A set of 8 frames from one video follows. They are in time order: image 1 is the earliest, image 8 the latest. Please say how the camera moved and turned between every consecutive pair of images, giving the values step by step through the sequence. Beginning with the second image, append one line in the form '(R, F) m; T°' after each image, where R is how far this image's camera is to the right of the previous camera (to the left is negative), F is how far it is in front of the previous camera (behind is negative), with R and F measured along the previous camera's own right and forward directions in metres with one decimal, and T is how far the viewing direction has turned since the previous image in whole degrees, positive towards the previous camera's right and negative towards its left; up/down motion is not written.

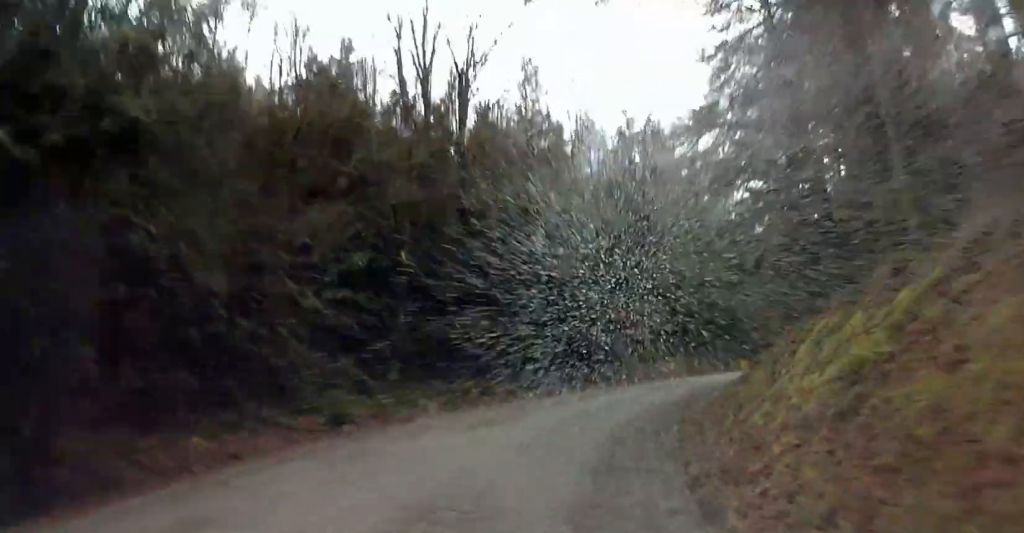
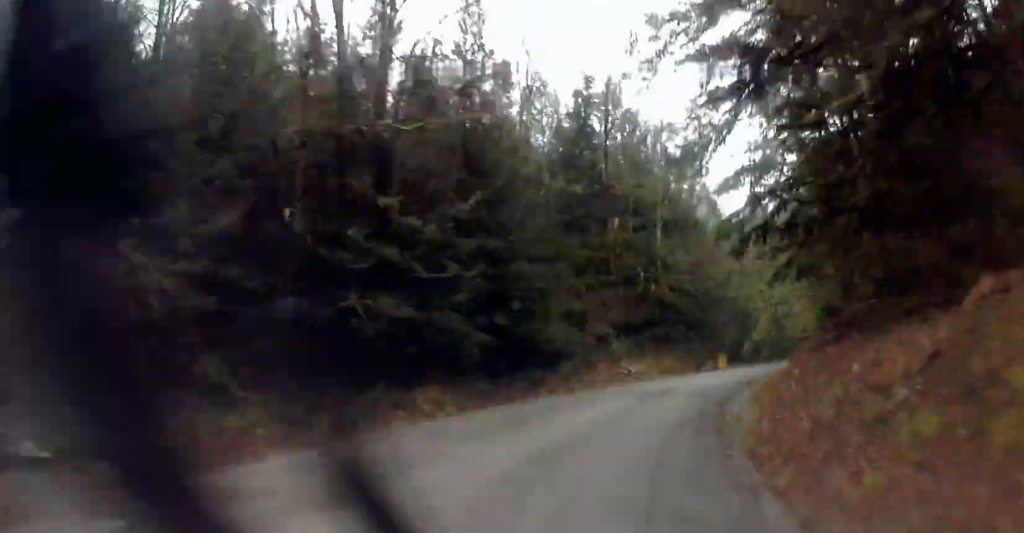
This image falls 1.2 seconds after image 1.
(+1.8, +11.0) m; +2°
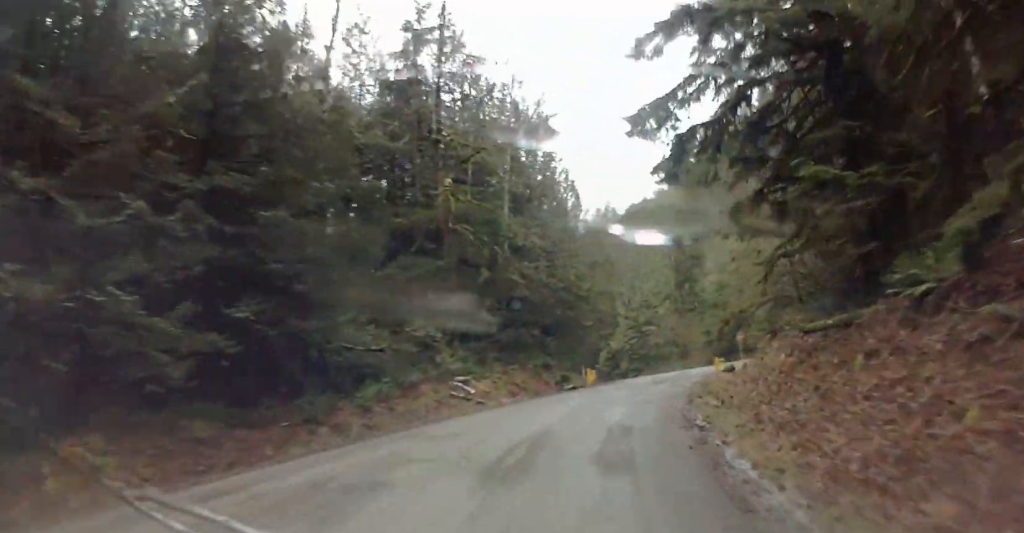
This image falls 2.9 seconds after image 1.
(-2.9, +17.4) m; +5°
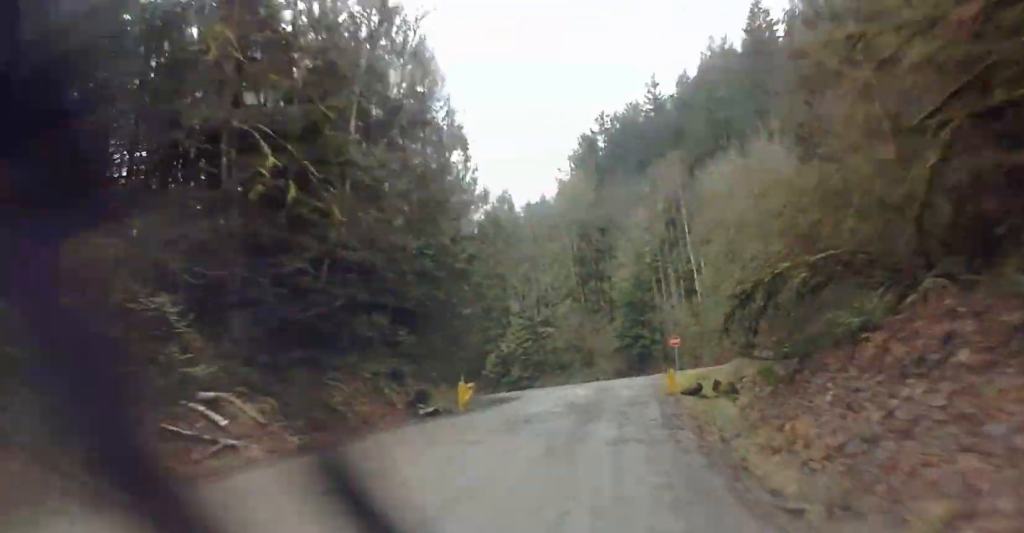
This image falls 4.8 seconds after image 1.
(+4.5, +17.5) m; +15°
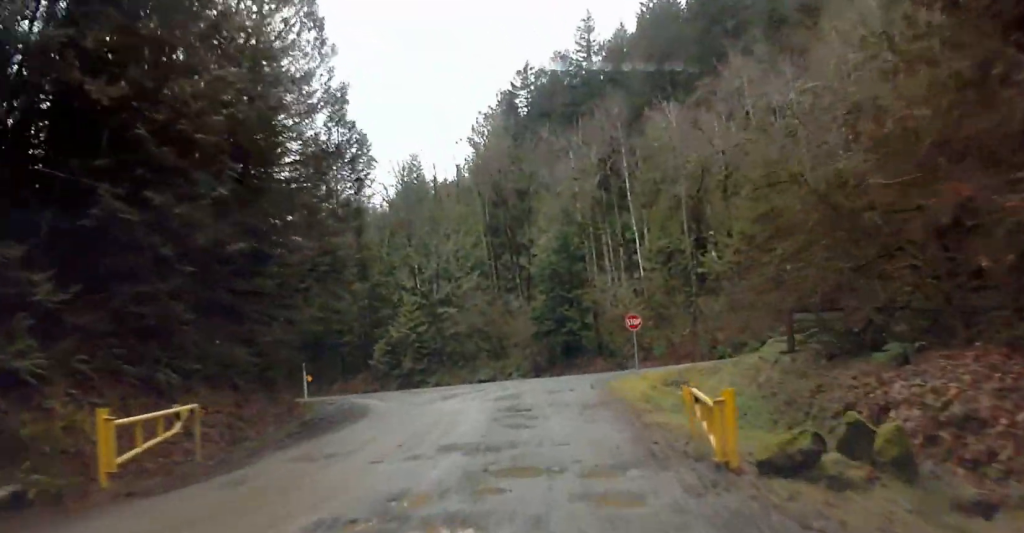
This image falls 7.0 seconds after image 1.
(+0.9, +19.4) m; +2°
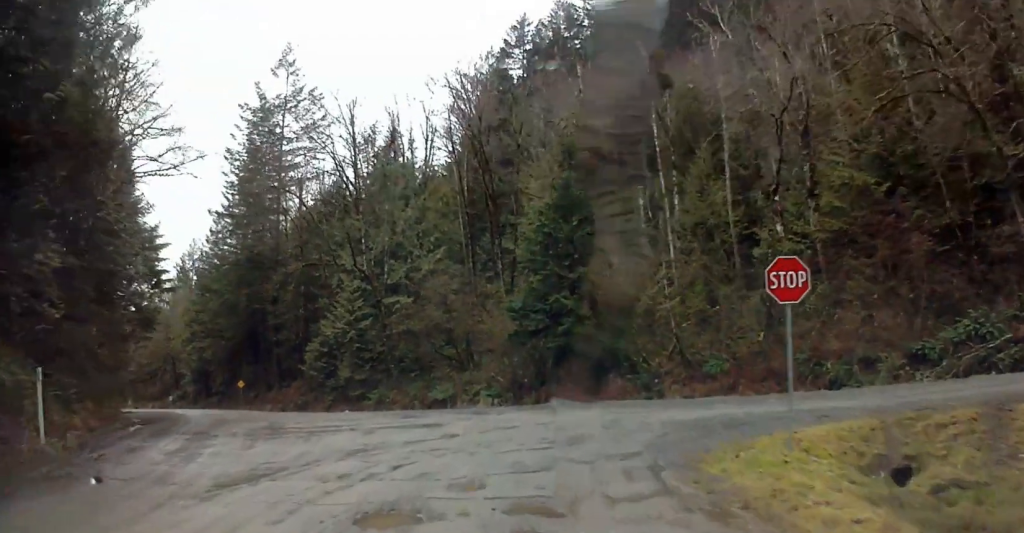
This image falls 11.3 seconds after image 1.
(-2.5, +25.7) m; -12°
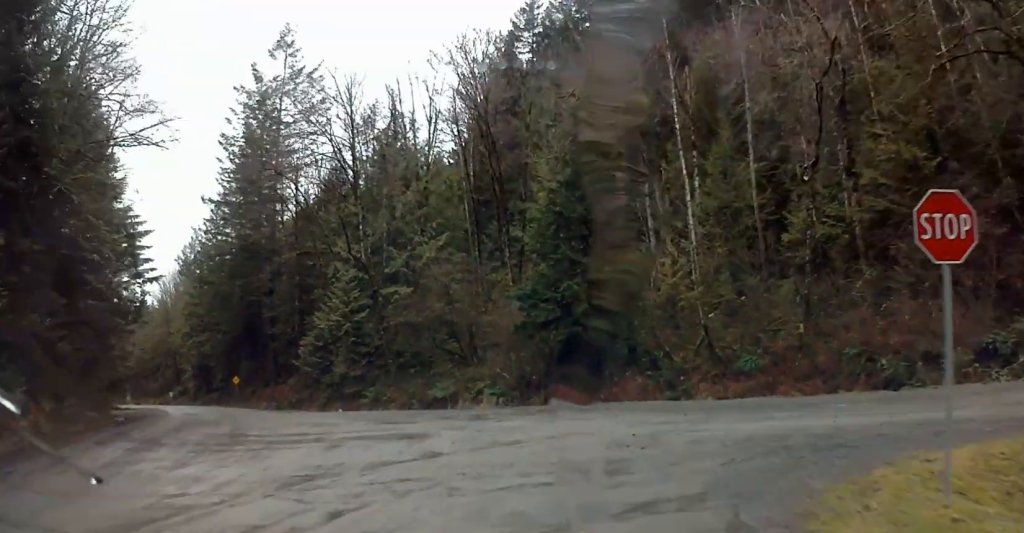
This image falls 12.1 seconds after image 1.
(-0.1, +3.3) m; 0°
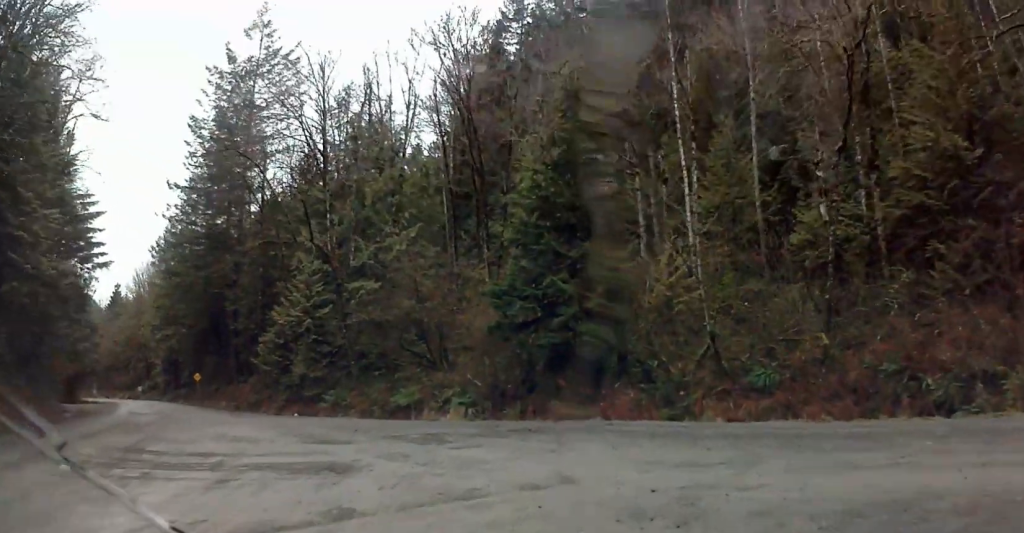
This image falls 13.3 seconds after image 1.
(-0.1, +4.4) m; +5°
